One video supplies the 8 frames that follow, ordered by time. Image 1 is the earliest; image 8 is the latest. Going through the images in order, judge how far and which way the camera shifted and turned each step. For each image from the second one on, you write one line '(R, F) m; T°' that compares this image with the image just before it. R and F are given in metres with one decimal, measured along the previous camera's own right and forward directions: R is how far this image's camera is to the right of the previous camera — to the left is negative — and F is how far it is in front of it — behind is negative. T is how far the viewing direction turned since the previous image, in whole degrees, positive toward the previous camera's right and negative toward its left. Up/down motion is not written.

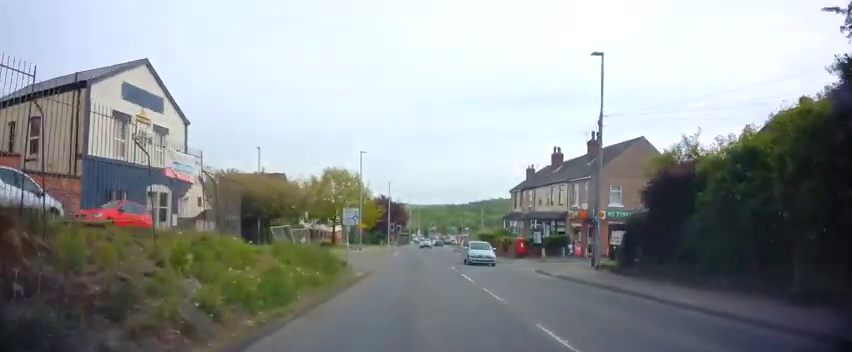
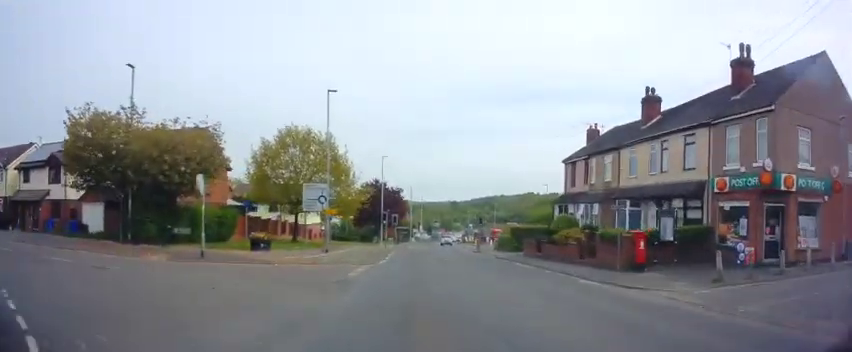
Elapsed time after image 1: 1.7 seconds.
(-0.5, +19.6) m; -1°
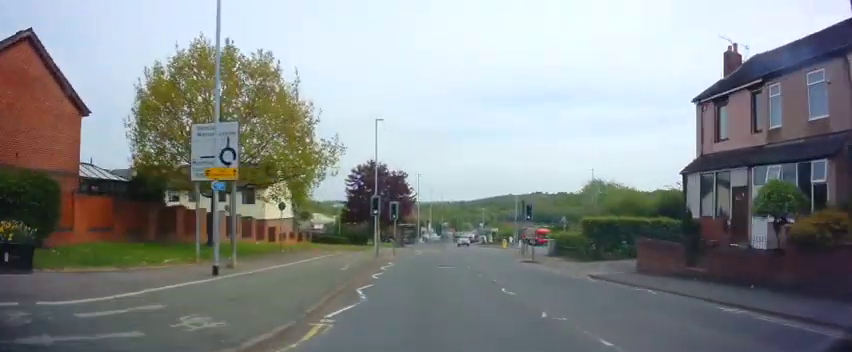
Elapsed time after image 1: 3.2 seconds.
(+0.3, +17.7) m; 0°
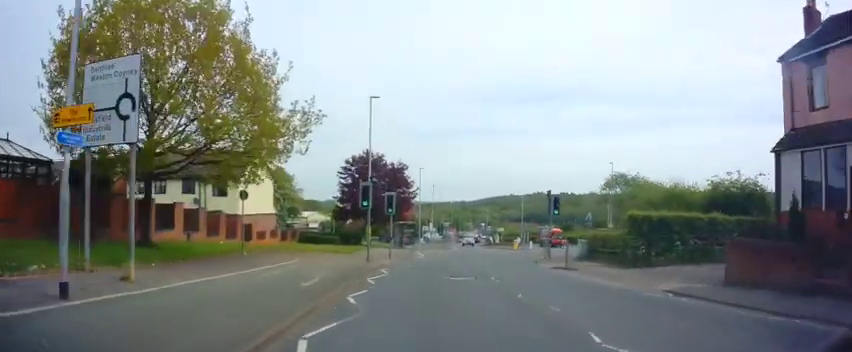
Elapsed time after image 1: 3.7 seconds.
(-0.1, +5.9) m; -1°
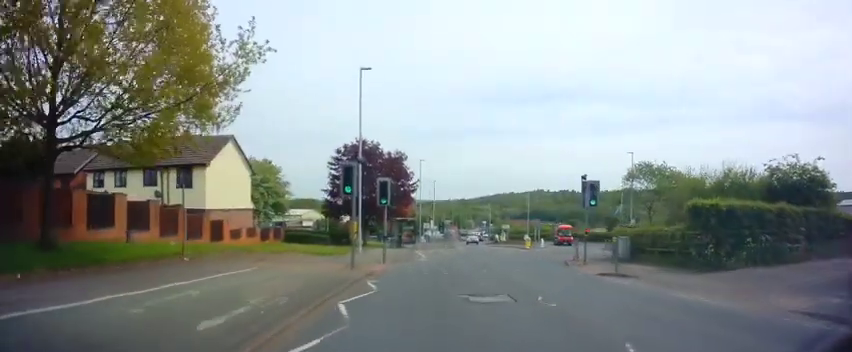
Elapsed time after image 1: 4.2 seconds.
(0.0, +5.5) m; -1°
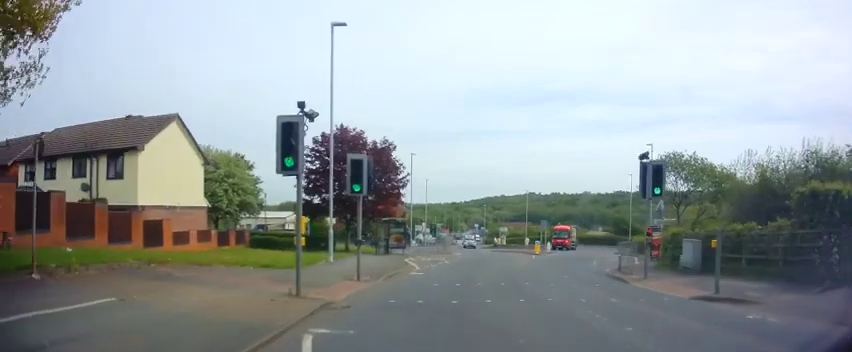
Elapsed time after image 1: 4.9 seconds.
(-0.2, +6.7) m; +1°
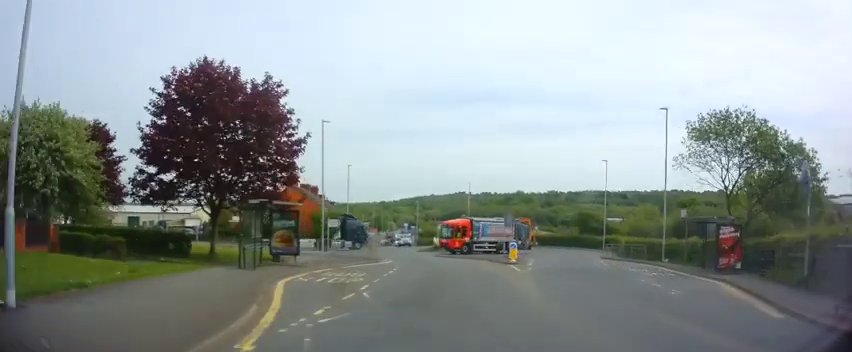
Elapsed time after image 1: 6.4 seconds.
(+1.0, +14.5) m; +7°
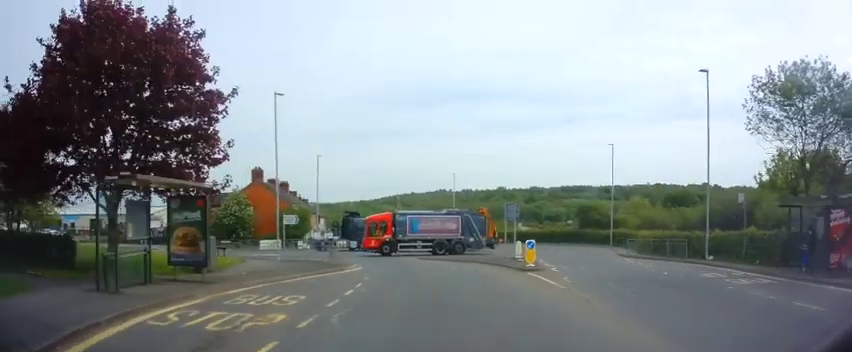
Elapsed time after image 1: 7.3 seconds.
(+0.2, +7.4) m; +4°
